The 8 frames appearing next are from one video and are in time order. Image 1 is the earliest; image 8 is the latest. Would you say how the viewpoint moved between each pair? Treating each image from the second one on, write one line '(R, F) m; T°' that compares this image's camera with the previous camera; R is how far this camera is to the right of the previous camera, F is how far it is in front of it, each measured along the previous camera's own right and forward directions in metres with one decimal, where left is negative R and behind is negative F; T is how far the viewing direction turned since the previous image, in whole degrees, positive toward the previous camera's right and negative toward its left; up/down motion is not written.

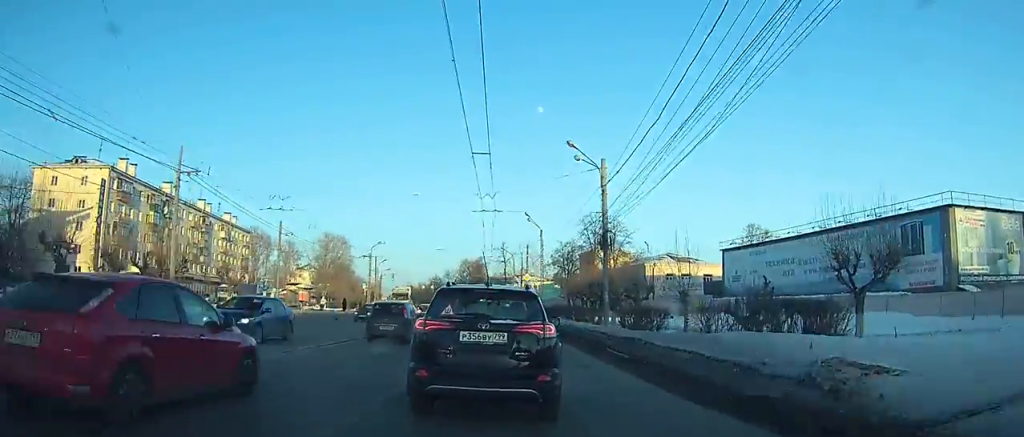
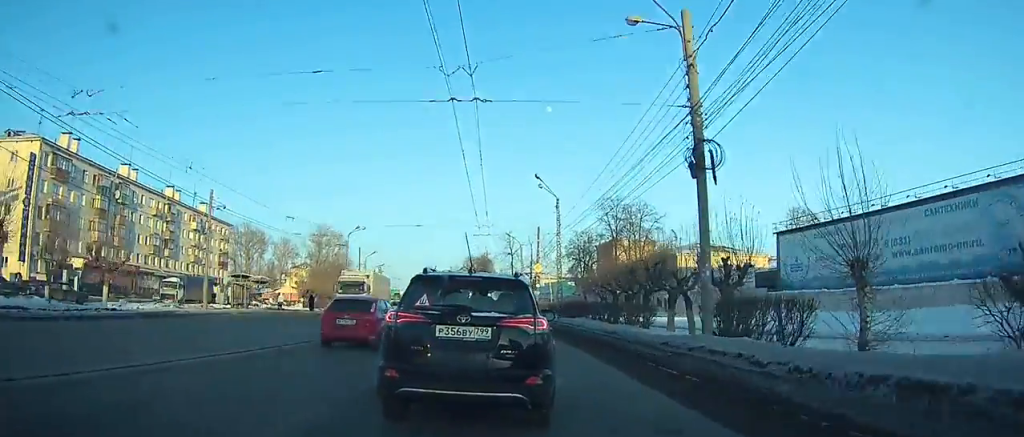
(-0.3, +15.5) m; -1°
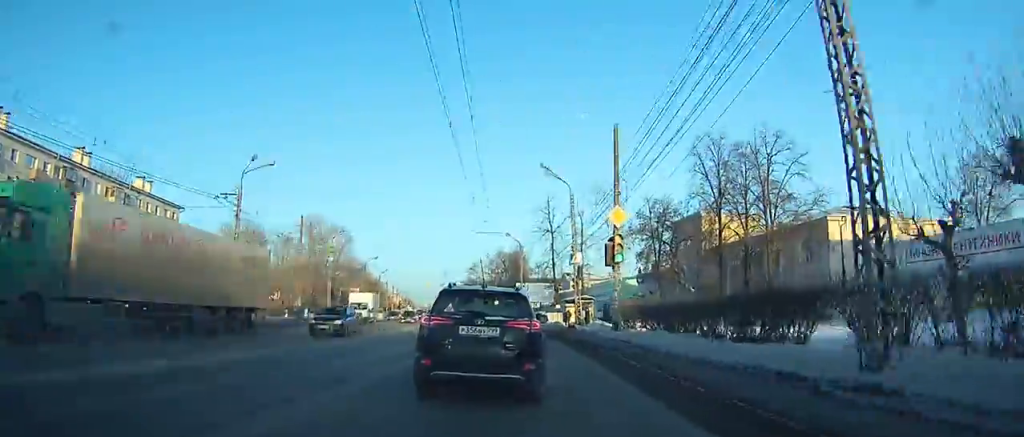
(-1.5, +36.3) m; -5°
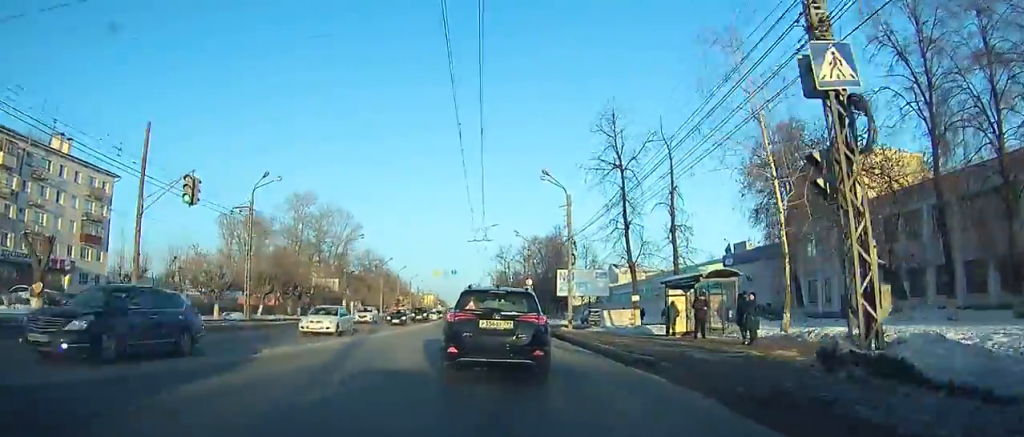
(-0.5, +24.9) m; -4°
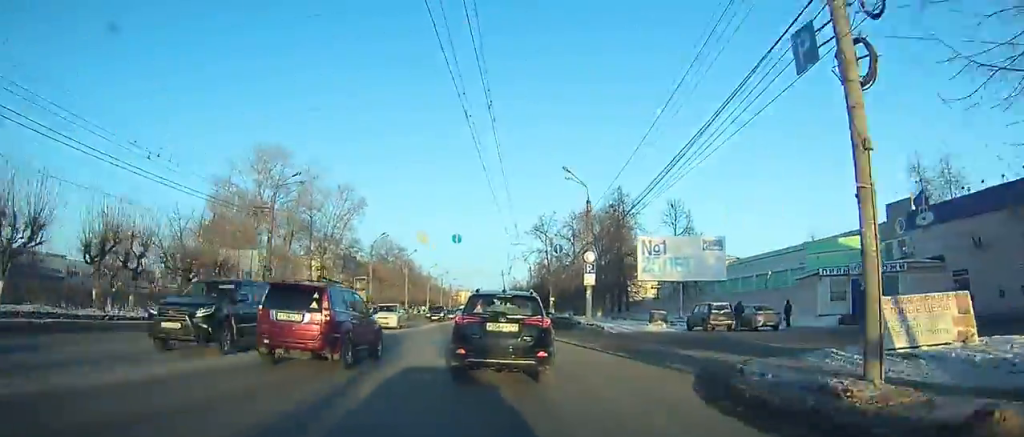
(-1.2, +27.4) m; +2°
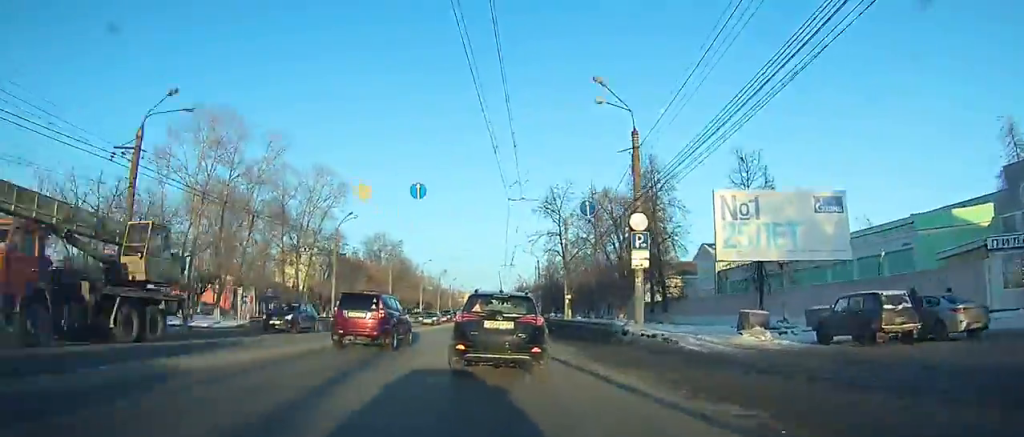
(+0.6, +15.3) m; 0°
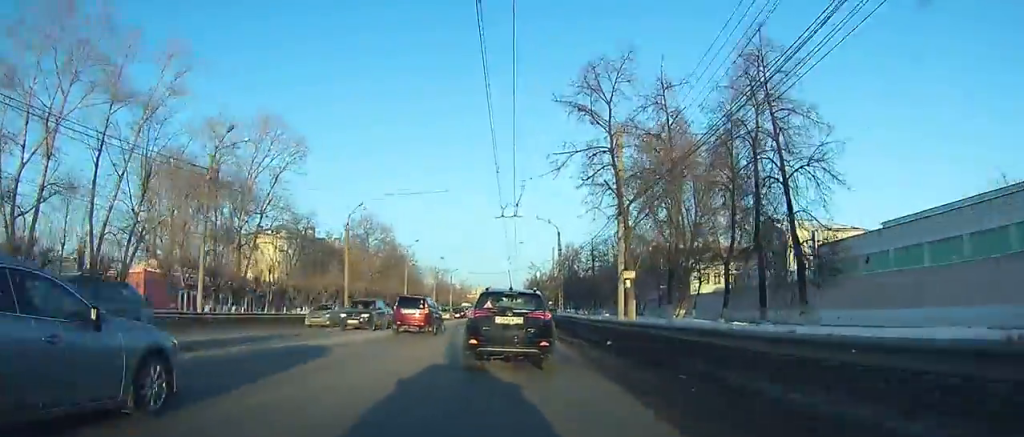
(+1.8, +24.8) m; -3°
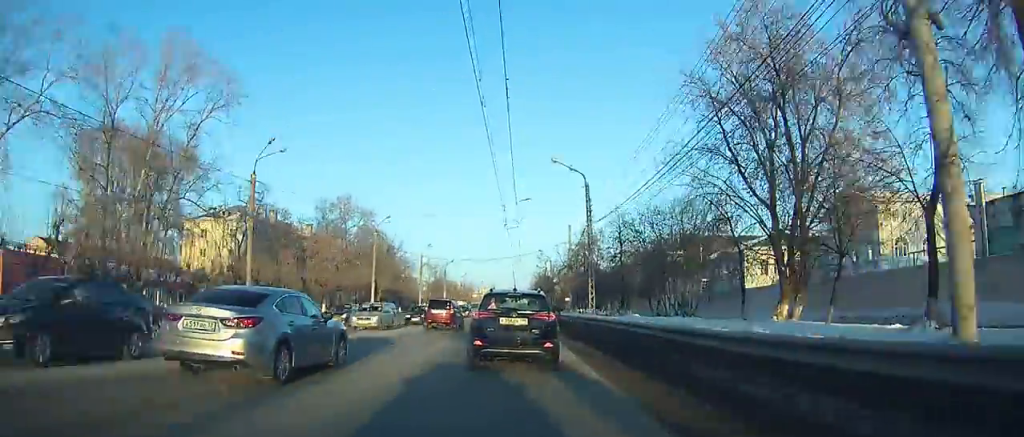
(-2.8, +22.0) m; -5°
